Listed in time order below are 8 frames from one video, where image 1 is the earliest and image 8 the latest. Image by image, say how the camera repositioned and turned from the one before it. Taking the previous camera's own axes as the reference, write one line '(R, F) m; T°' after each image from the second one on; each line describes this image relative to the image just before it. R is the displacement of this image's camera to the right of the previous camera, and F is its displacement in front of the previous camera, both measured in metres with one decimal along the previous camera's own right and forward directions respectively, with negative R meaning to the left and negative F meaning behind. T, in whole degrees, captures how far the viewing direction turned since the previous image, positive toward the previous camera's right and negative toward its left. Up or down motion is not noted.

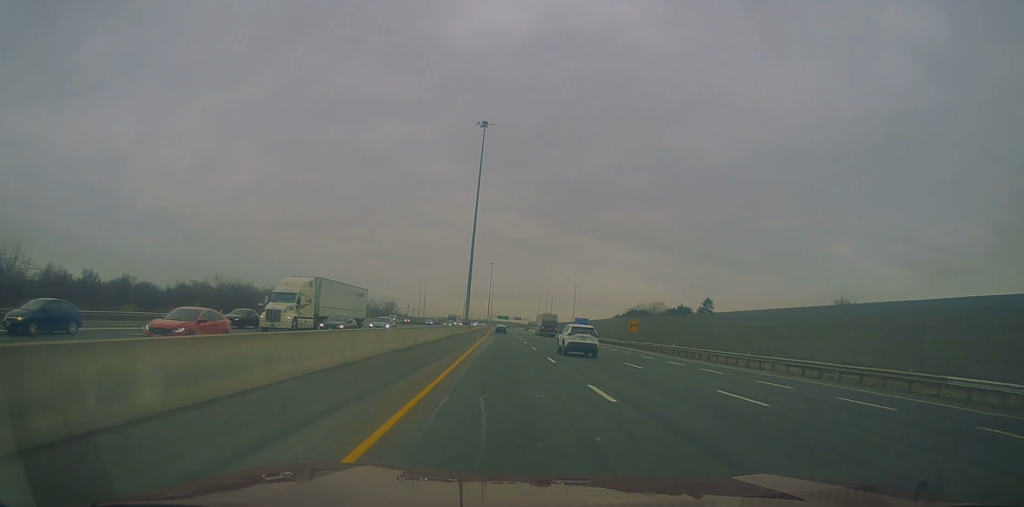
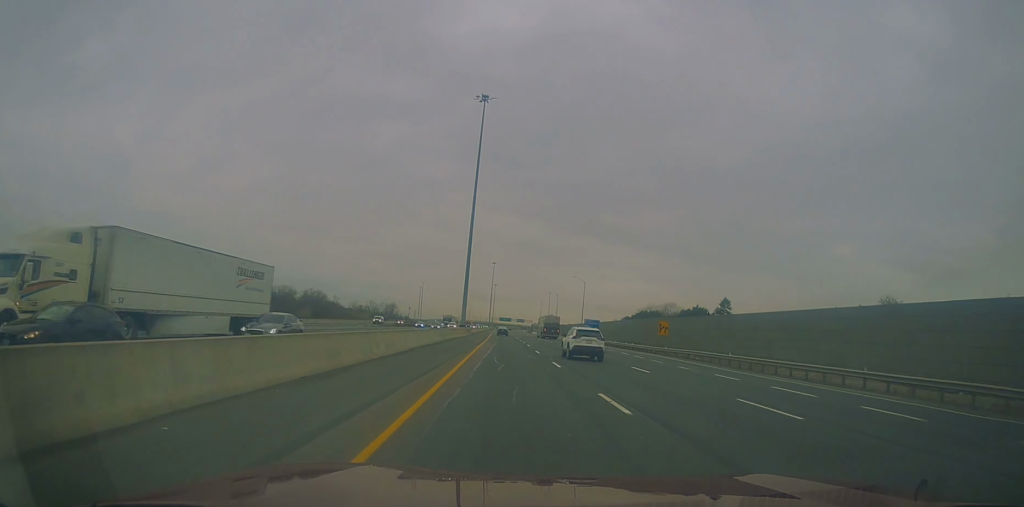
(+0.2, +13.5) m; 0°
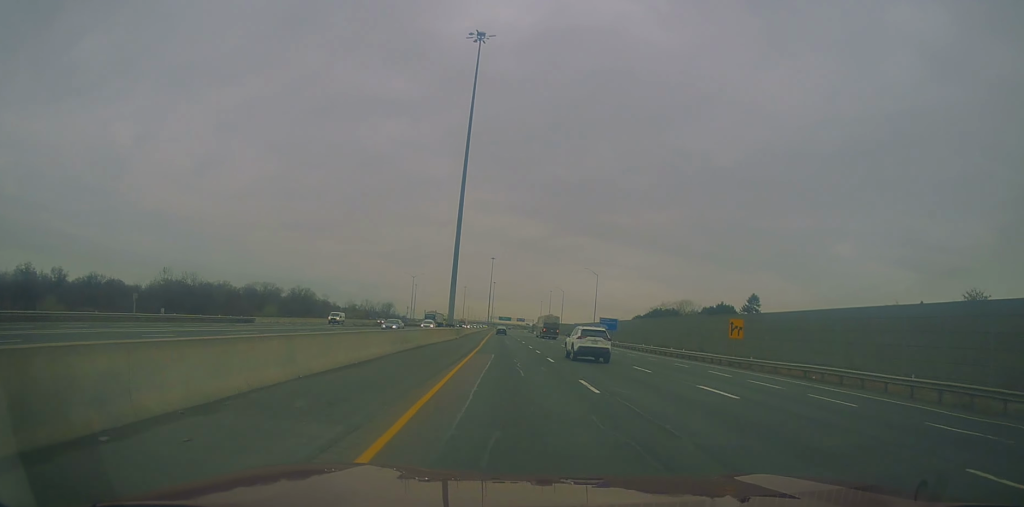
(+0.1, +20.8) m; 0°
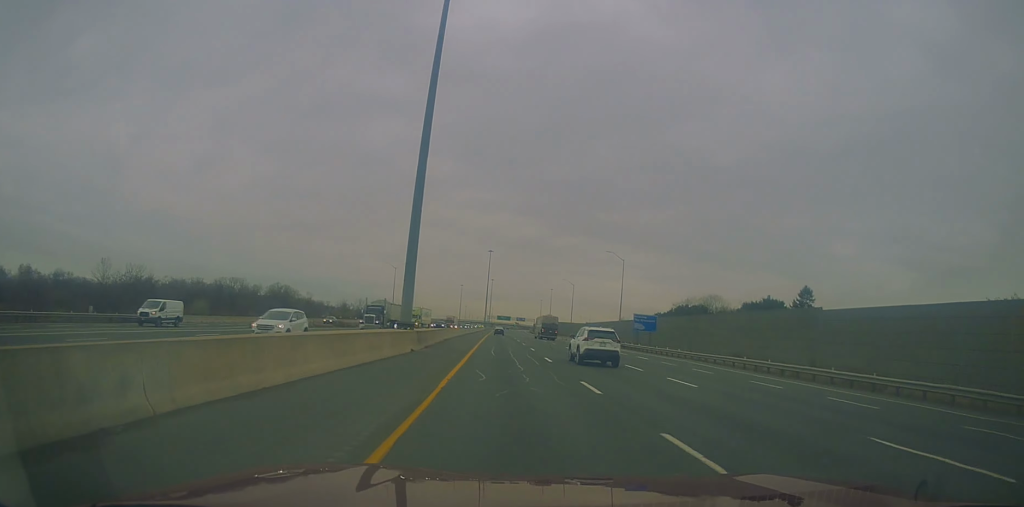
(-0.3, +29.3) m; 0°
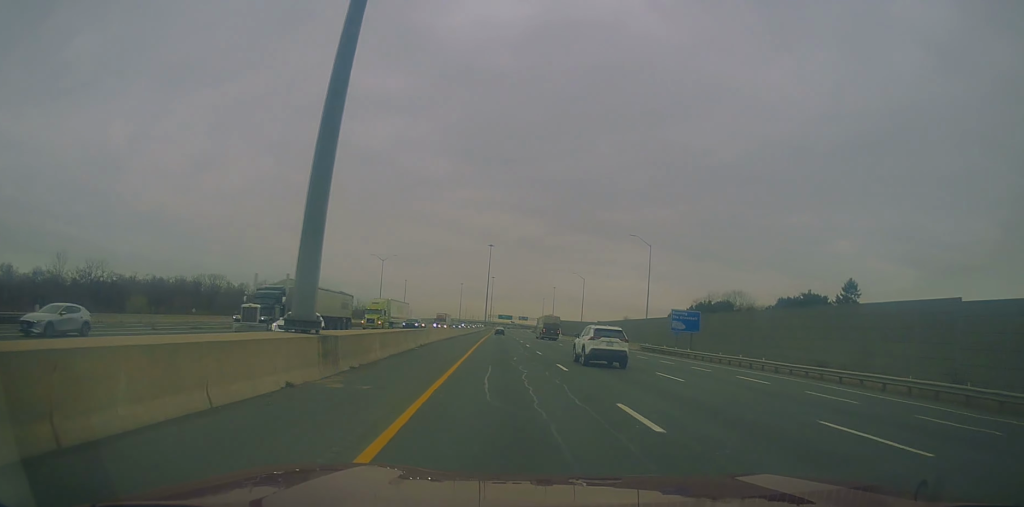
(+0.3, +17.9) m; 0°
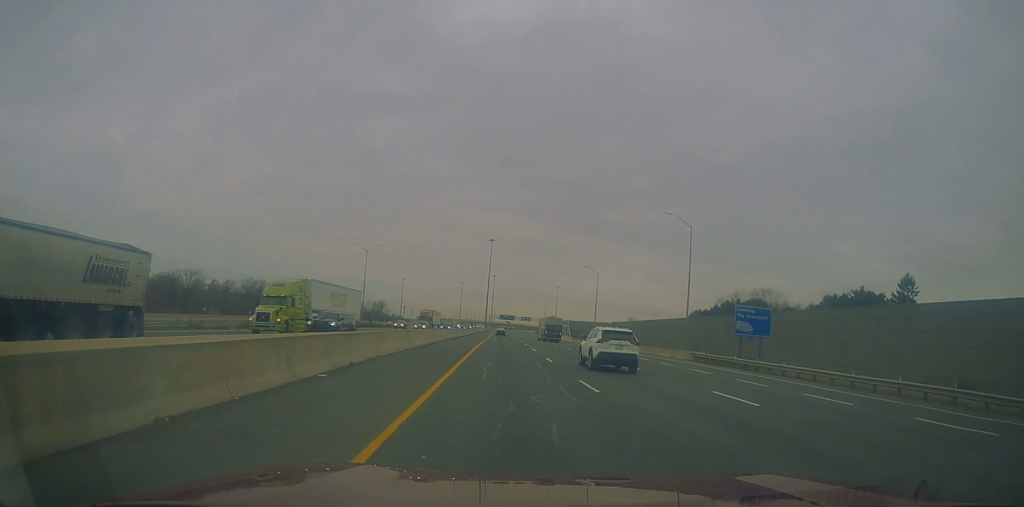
(0.0, +17.9) m; -1°
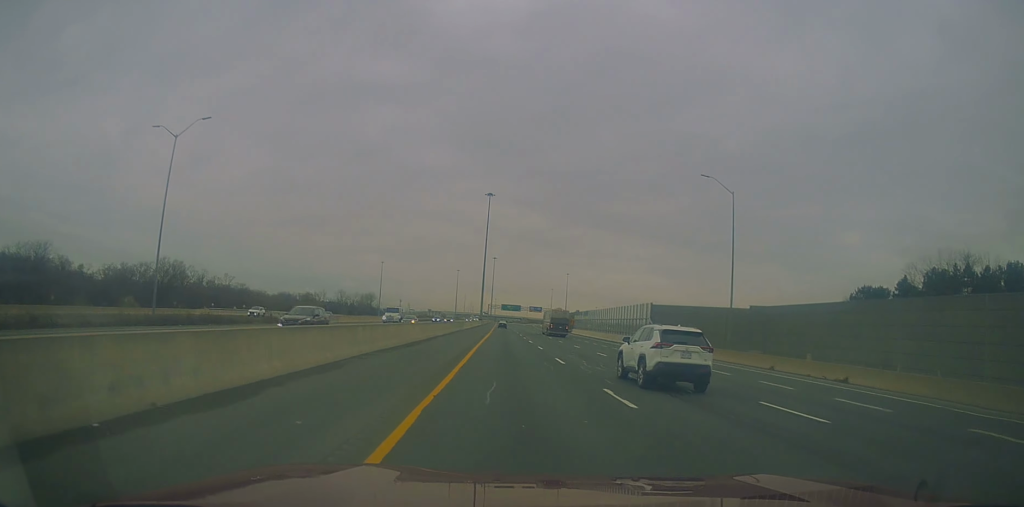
(-0.7, +74.4) m; +1°
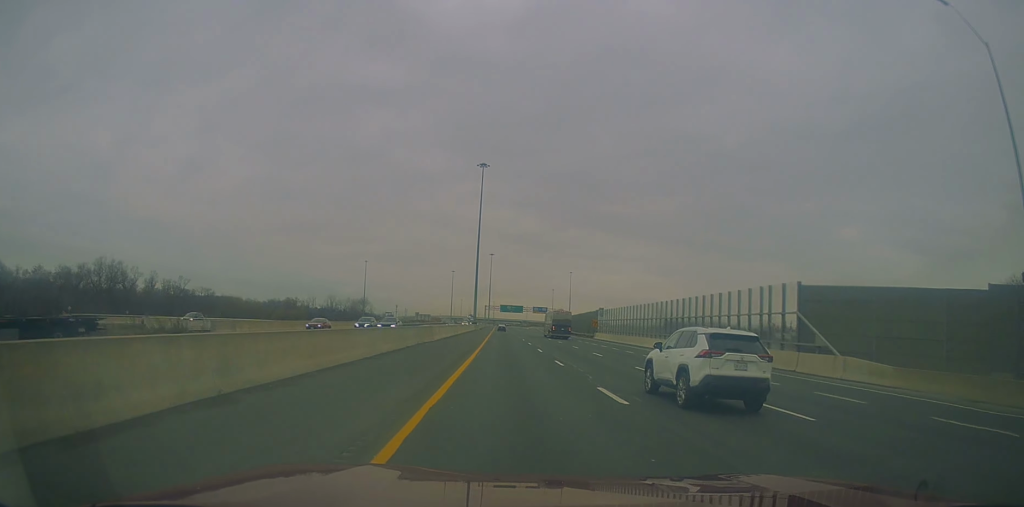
(0.0, +35.1) m; -1°
